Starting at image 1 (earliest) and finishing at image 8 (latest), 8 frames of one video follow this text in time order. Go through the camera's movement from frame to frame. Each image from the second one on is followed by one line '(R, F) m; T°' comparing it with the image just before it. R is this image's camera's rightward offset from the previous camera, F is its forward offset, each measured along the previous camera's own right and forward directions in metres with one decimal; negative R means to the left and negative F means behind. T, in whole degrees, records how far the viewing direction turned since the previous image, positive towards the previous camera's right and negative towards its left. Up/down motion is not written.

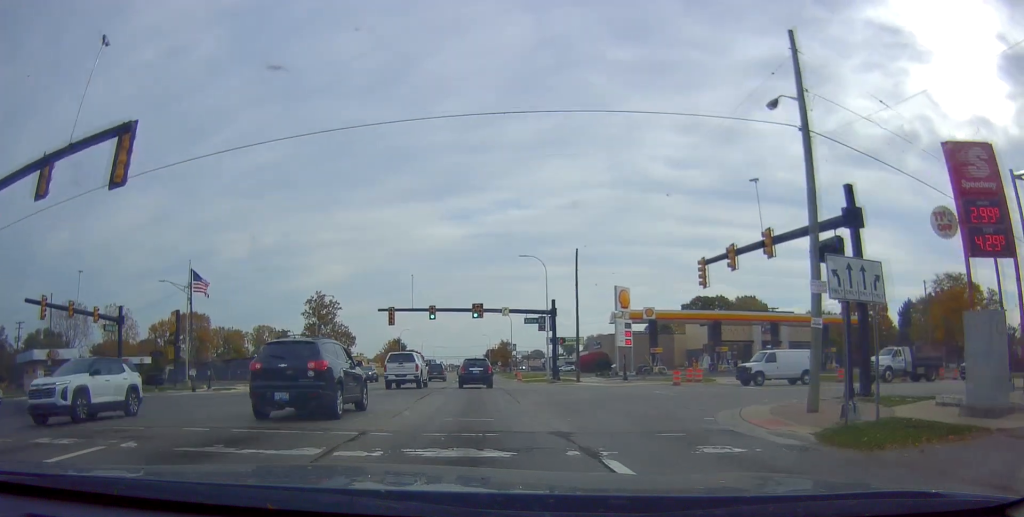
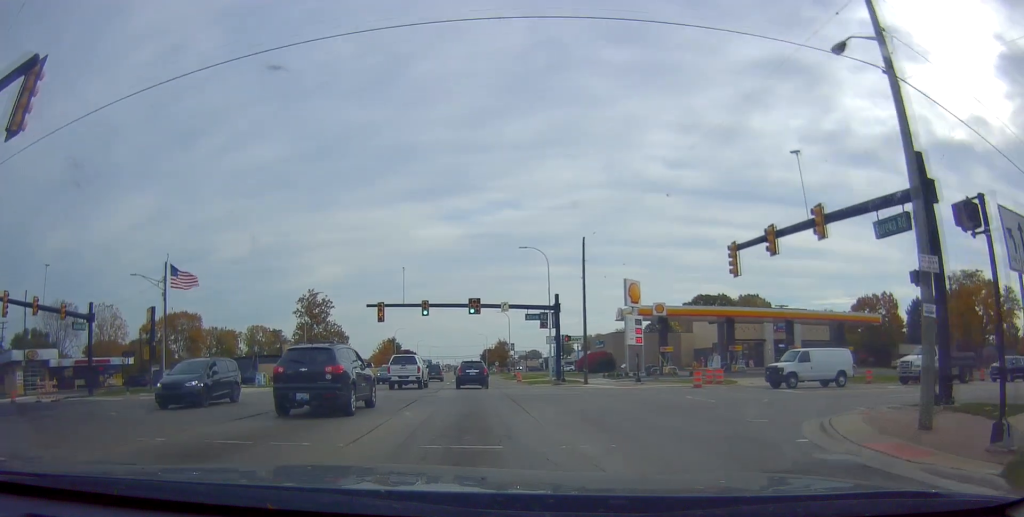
(-0.4, +4.3) m; +2°
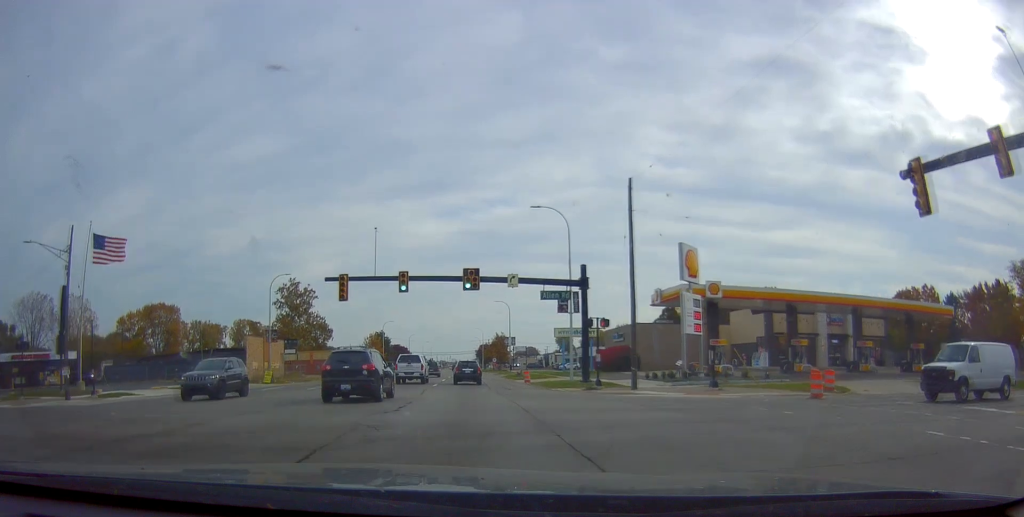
(+1.0, +13.7) m; +1°
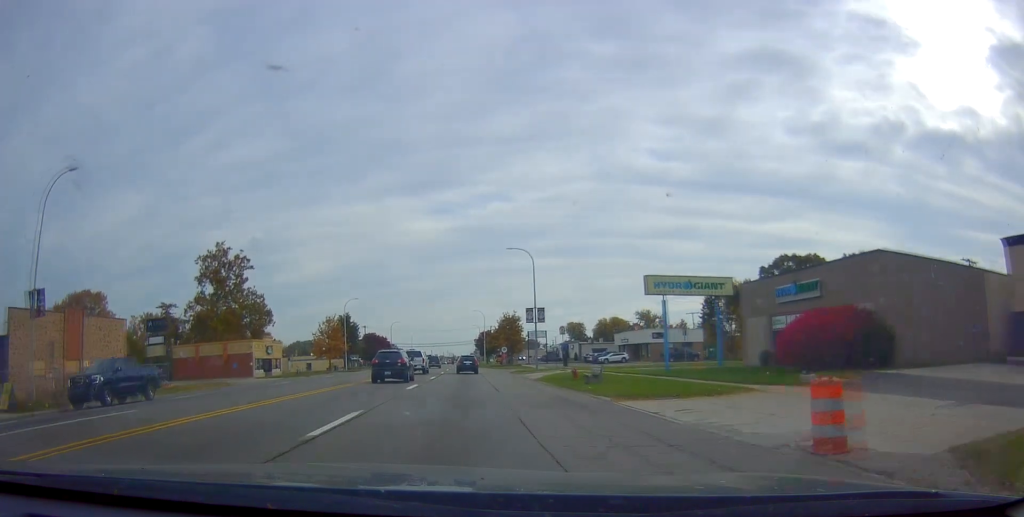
(-2.7, +43.5) m; -3°
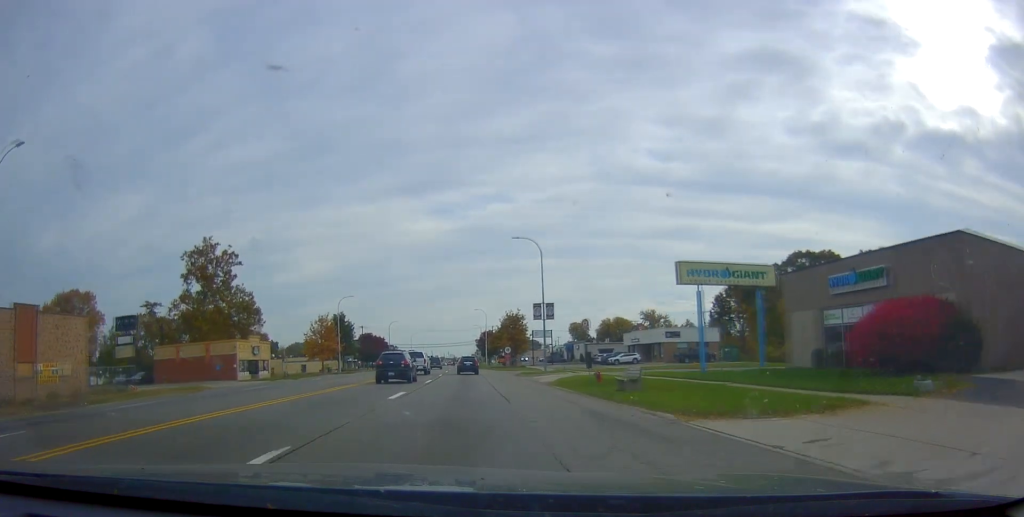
(-0.2, +5.8) m; 0°
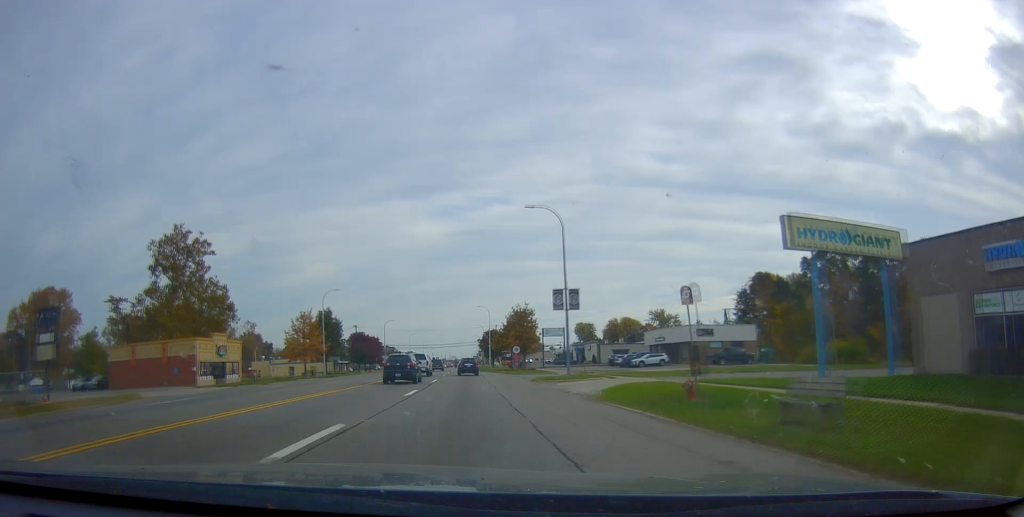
(+0.4, +11.8) m; 0°
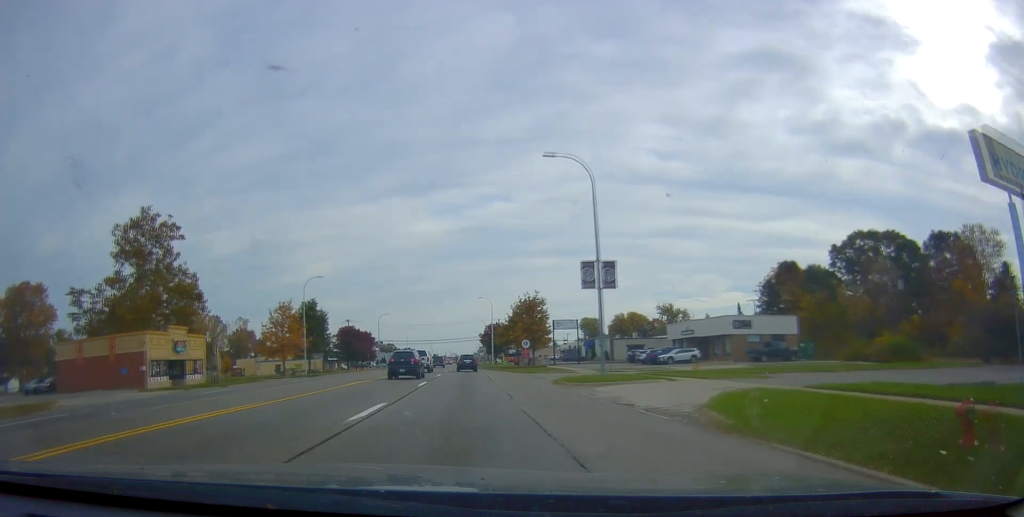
(-0.2, +10.6) m; 0°
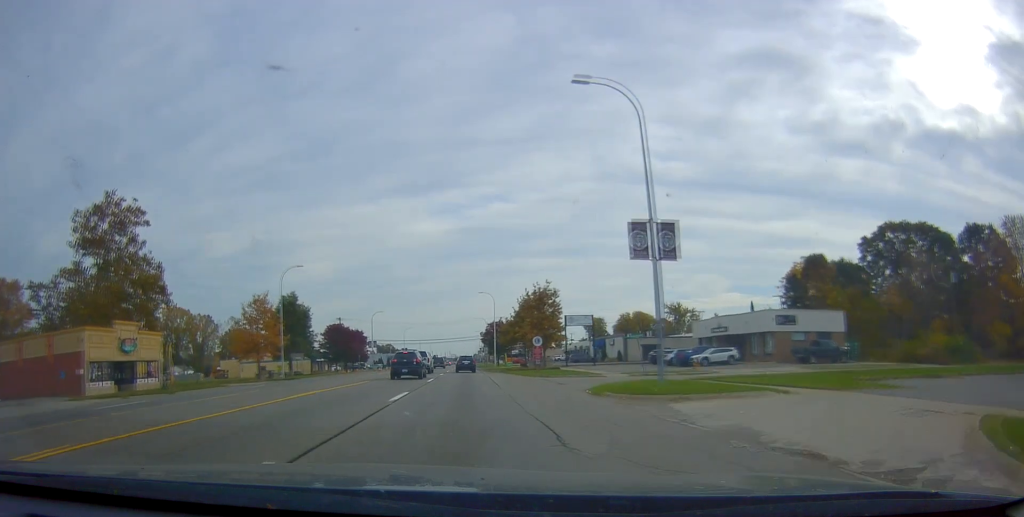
(-0.2, +9.7) m; 0°
